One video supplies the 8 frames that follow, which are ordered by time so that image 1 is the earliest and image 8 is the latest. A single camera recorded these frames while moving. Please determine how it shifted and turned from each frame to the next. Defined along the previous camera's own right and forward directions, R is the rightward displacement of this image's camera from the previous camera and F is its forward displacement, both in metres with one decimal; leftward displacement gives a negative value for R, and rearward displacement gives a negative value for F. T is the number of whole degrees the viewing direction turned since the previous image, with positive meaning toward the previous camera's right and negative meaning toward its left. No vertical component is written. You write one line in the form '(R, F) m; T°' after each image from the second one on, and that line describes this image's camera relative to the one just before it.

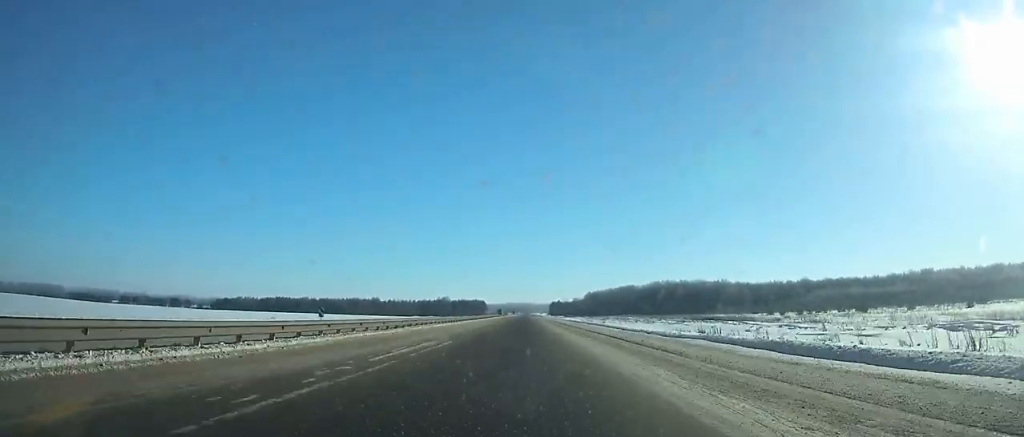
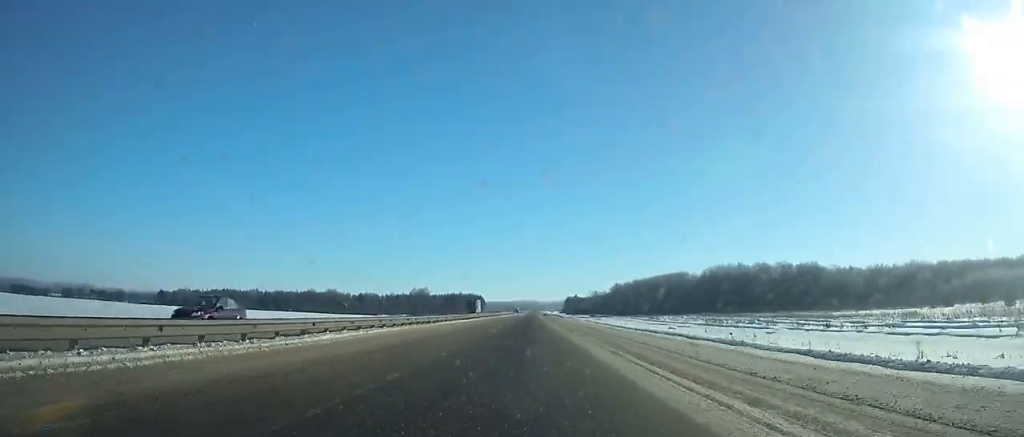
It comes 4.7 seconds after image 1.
(-0.2, +112.7) m; 0°
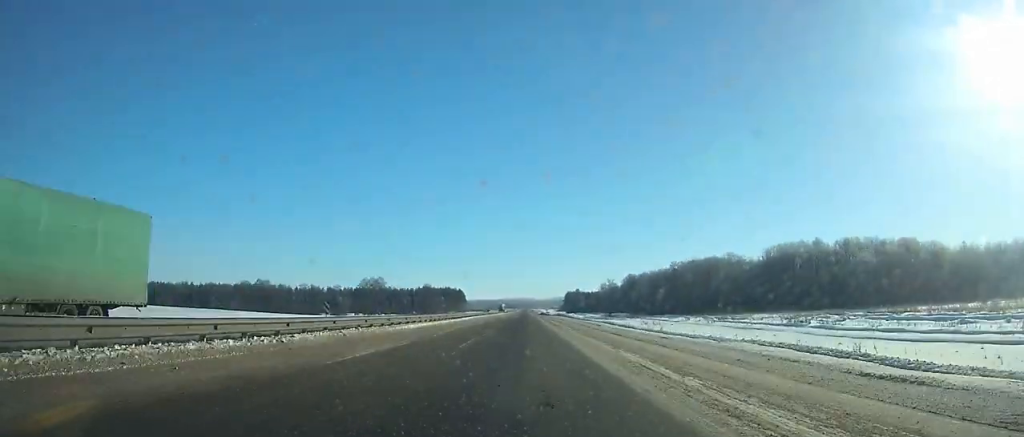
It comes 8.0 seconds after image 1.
(0.0, +79.4) m; 0°
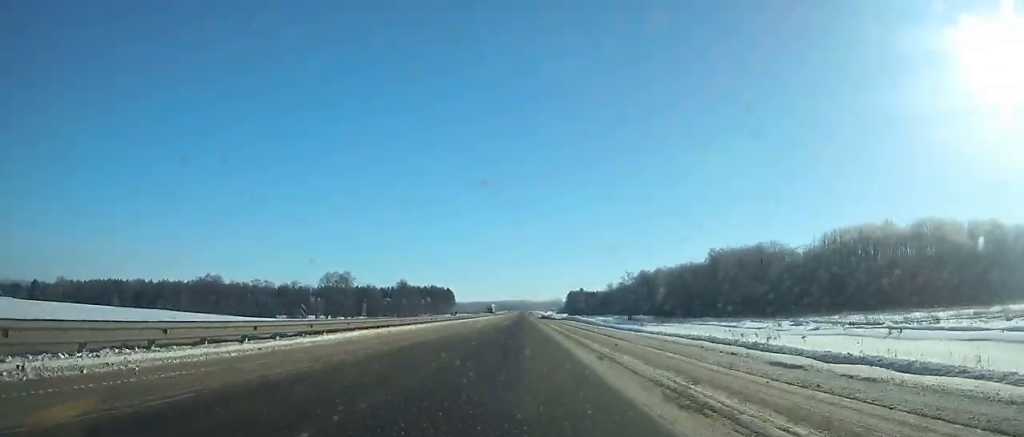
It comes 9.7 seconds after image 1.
(+0.2, +41.0) m; 0°
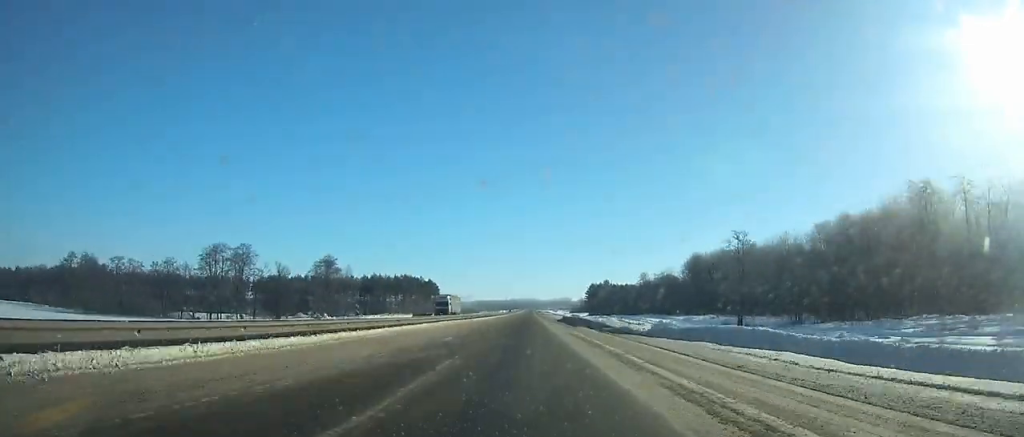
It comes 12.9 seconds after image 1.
(-0.1, +77.1) m; 0°
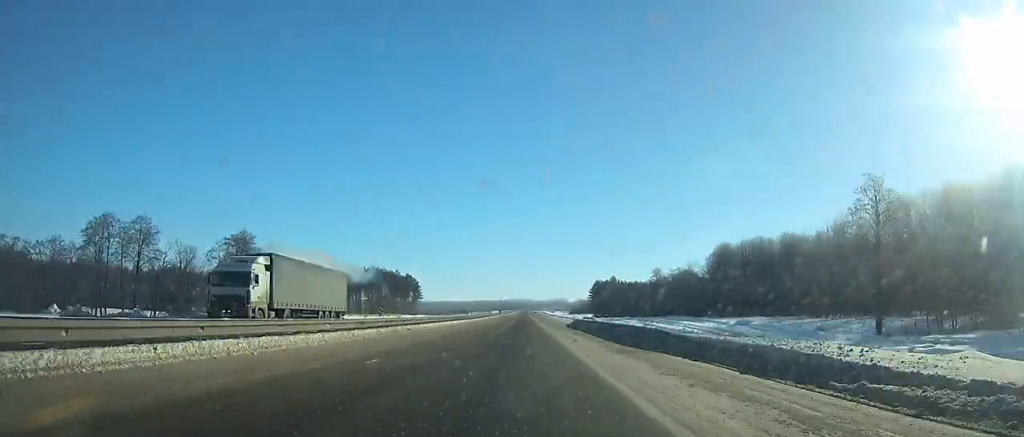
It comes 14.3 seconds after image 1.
(0.0, +33.6) m; 0°
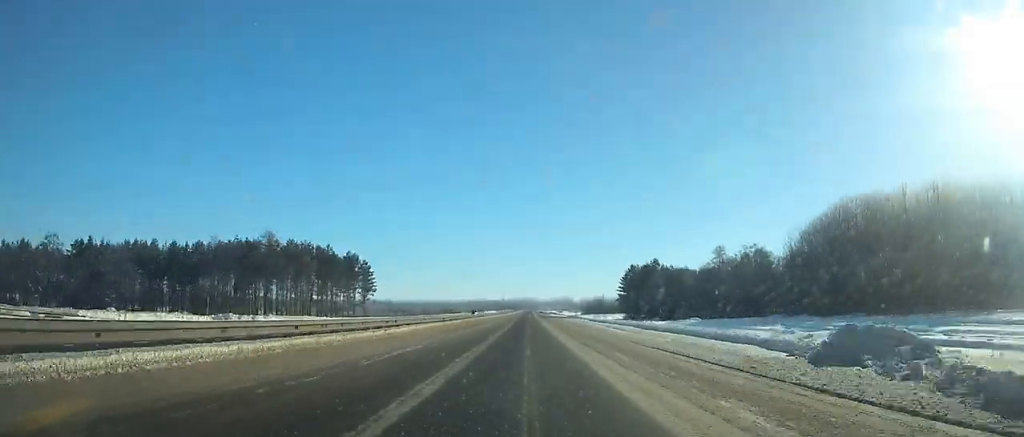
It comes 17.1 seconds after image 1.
(0.0, +66.9) m; 0°
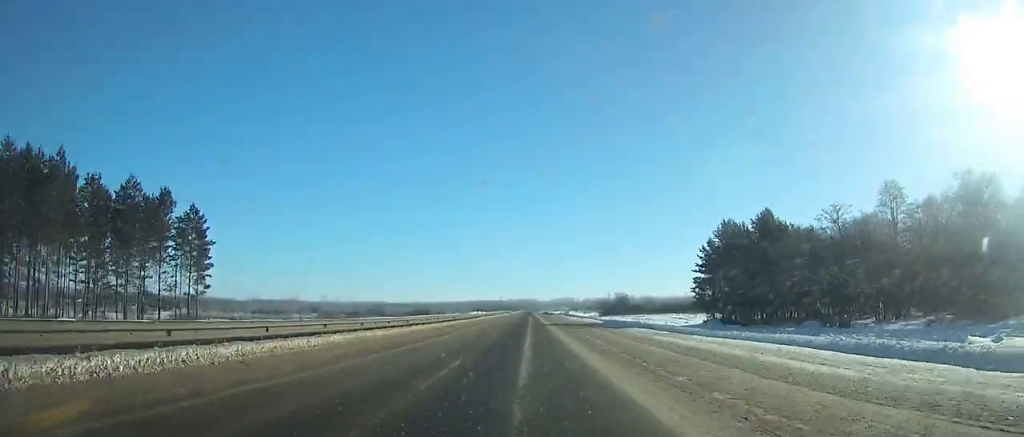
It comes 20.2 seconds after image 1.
(0.0, +73.4) m; 0°
